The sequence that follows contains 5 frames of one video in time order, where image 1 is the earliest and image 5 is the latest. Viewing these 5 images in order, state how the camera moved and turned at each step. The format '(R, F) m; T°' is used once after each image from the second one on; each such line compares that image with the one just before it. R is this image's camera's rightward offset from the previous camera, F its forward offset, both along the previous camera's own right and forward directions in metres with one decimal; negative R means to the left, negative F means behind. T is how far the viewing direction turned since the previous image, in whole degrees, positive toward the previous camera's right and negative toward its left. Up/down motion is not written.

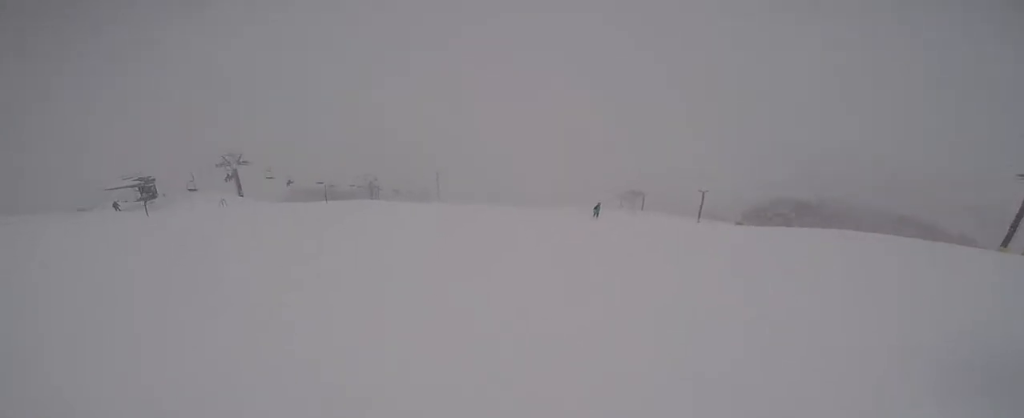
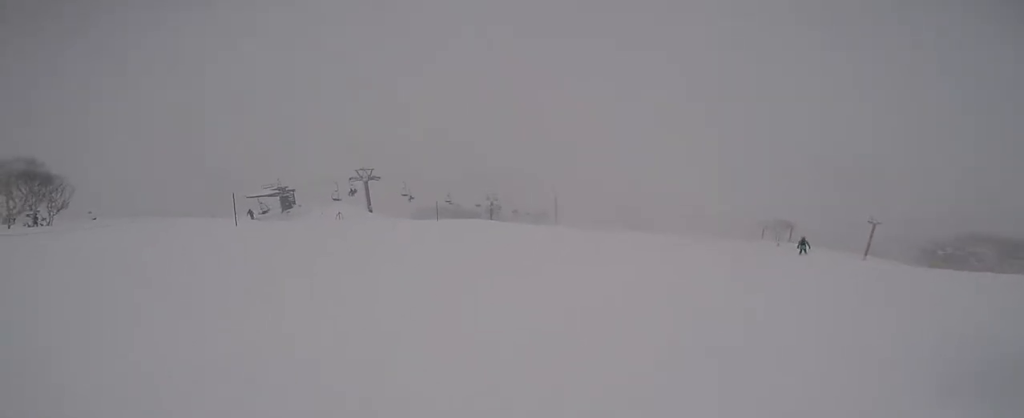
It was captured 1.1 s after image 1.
(-1.6, +4.6) m; -5°
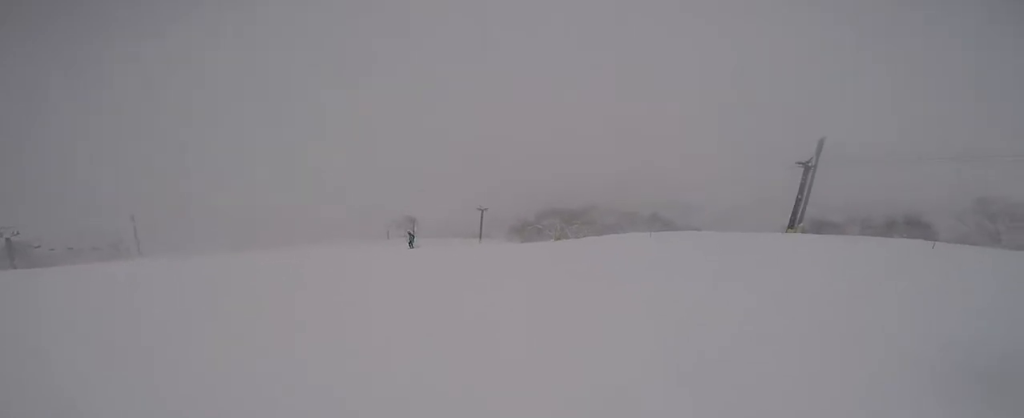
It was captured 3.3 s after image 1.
(+4.5, +8.2) m; +19°
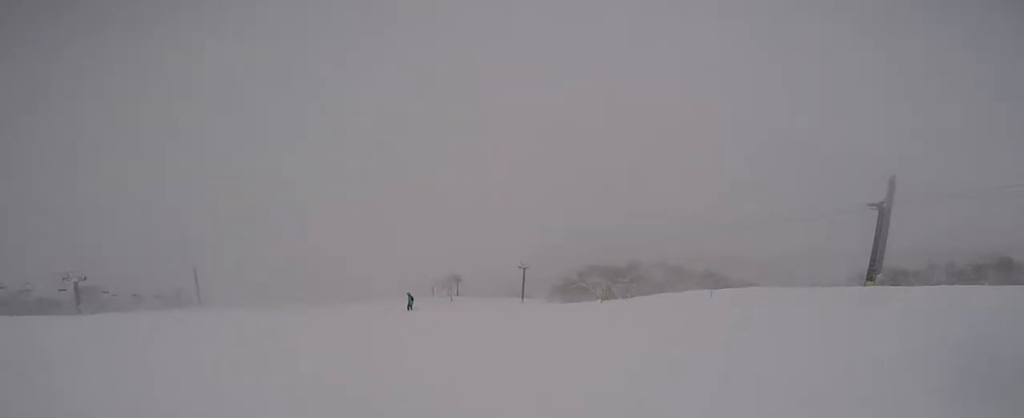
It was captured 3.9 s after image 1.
(-0.6, +2.5) m; -11°
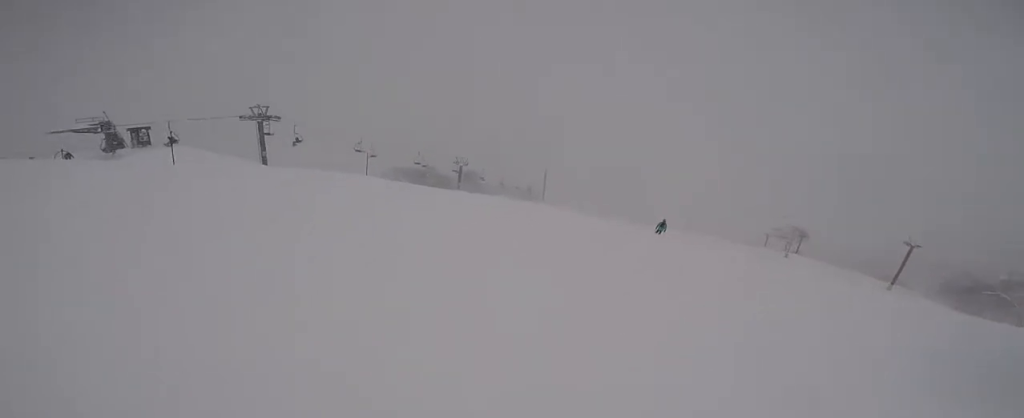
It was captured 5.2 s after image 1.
(-0.8, +5.3) m; -10°
